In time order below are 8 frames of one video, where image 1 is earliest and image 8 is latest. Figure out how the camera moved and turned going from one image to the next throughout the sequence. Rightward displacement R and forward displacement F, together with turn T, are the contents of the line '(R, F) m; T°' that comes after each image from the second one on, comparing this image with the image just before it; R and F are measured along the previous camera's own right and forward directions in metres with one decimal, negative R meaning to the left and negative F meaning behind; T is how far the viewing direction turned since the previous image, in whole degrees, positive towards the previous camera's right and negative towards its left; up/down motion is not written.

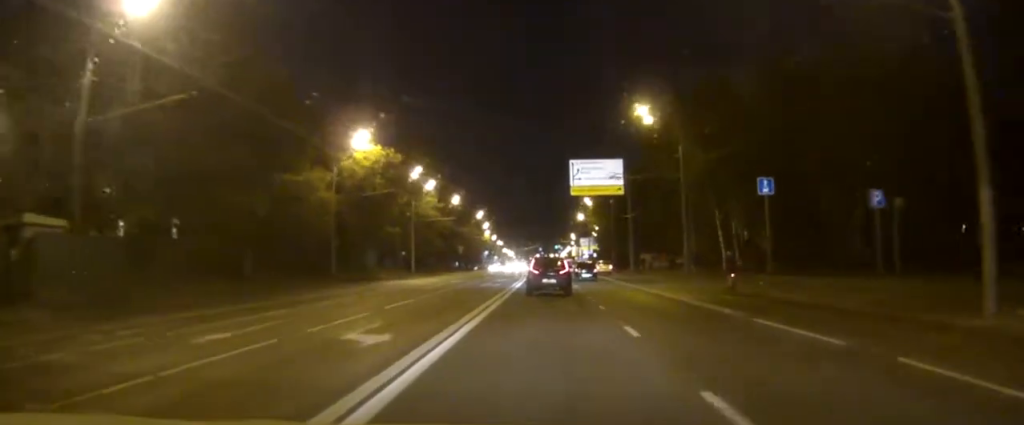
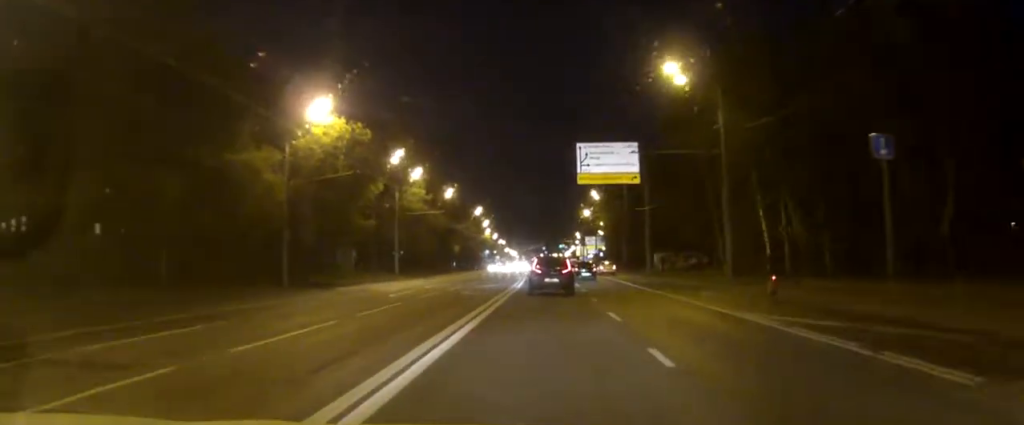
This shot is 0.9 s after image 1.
(+0.1, +12.3) m; 0°
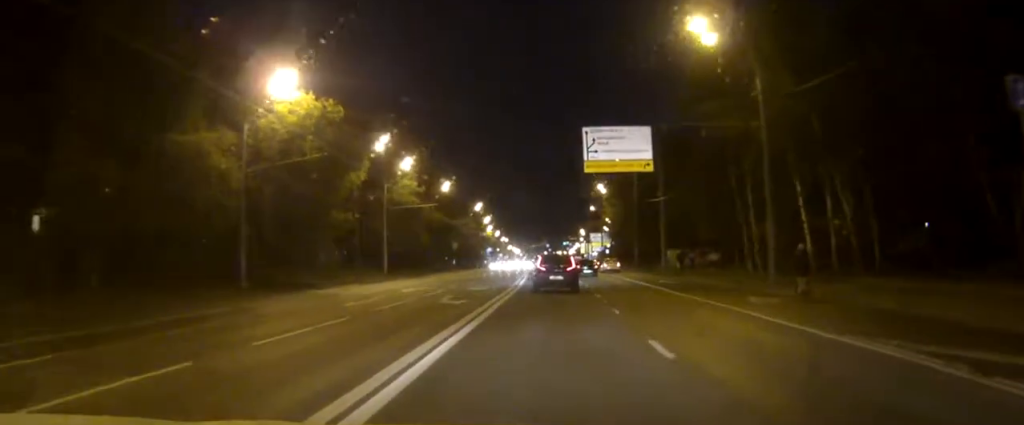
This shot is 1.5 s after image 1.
(0.0, +7.7) m; 0°
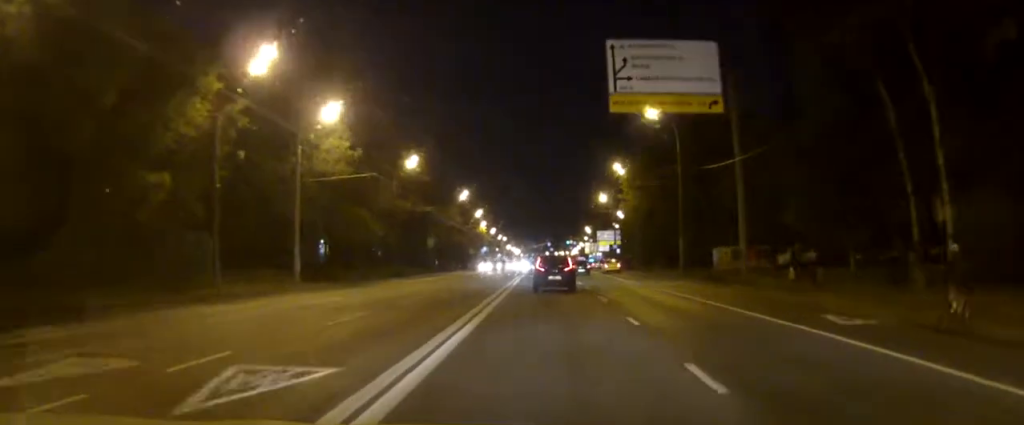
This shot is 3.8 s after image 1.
(-0.3, +27.7) m; -1°
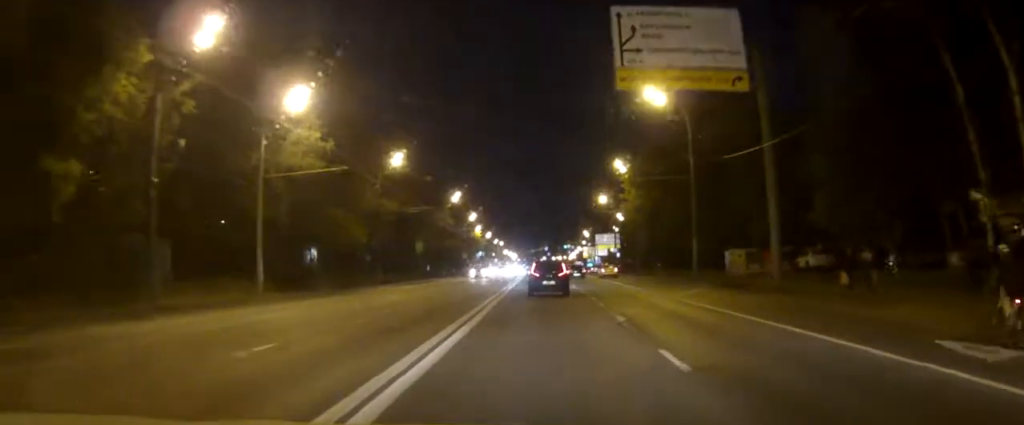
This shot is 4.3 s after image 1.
(0.0, +6.2) m; 0°
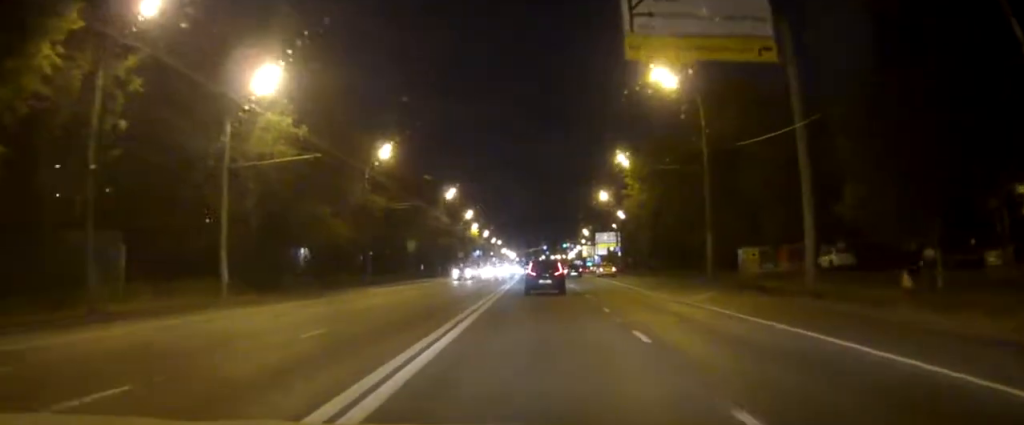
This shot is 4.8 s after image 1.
(+0.1, +4.9) m; 0°
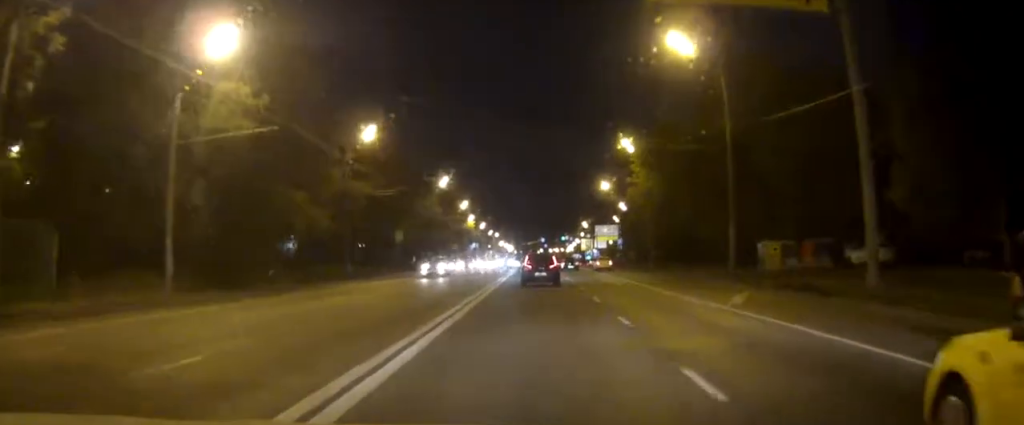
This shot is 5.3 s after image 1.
(0.0, +6.0) m; +1°
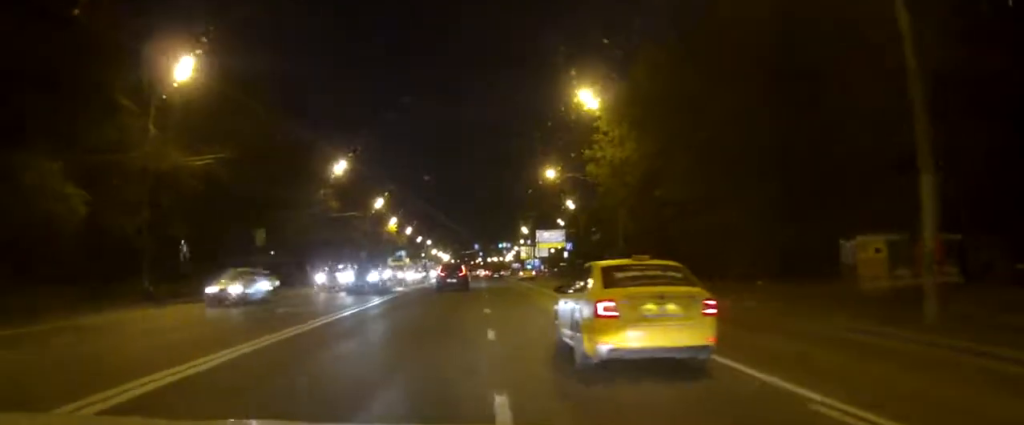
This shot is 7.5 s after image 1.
(+1.0, +24.7) m; +4°
